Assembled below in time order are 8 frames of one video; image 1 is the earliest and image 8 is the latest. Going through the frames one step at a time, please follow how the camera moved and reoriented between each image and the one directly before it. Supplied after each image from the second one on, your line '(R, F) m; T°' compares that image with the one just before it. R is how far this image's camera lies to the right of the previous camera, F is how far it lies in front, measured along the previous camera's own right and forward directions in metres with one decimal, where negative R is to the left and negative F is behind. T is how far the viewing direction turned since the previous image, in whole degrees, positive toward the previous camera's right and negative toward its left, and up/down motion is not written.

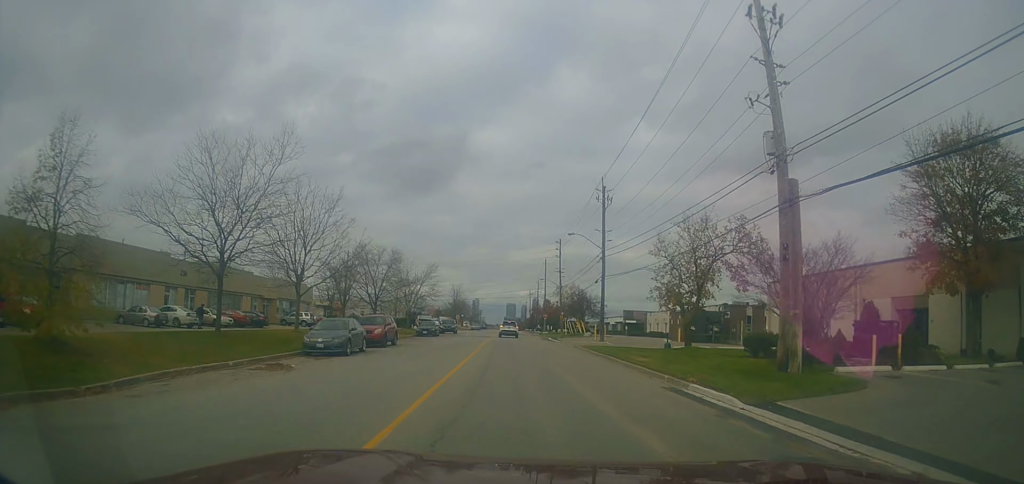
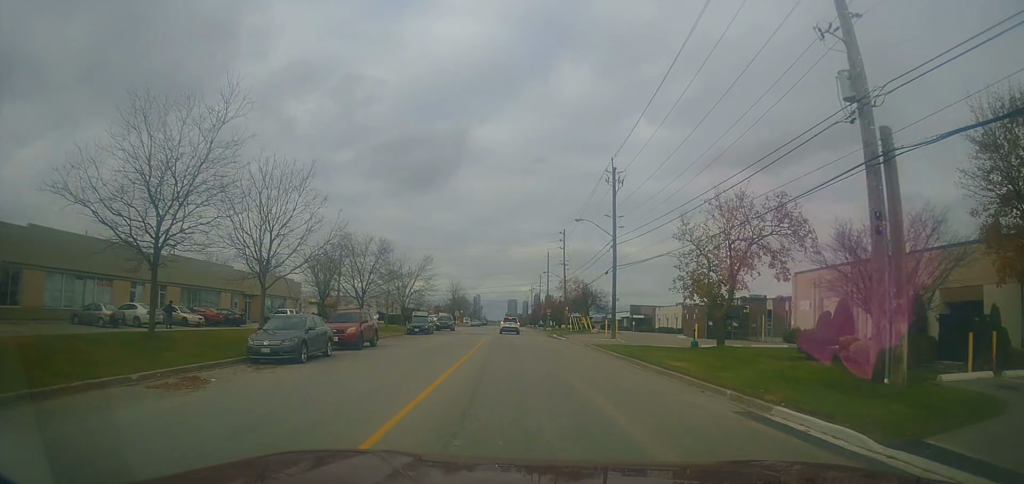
(-0.2, +4.9) m; -1°
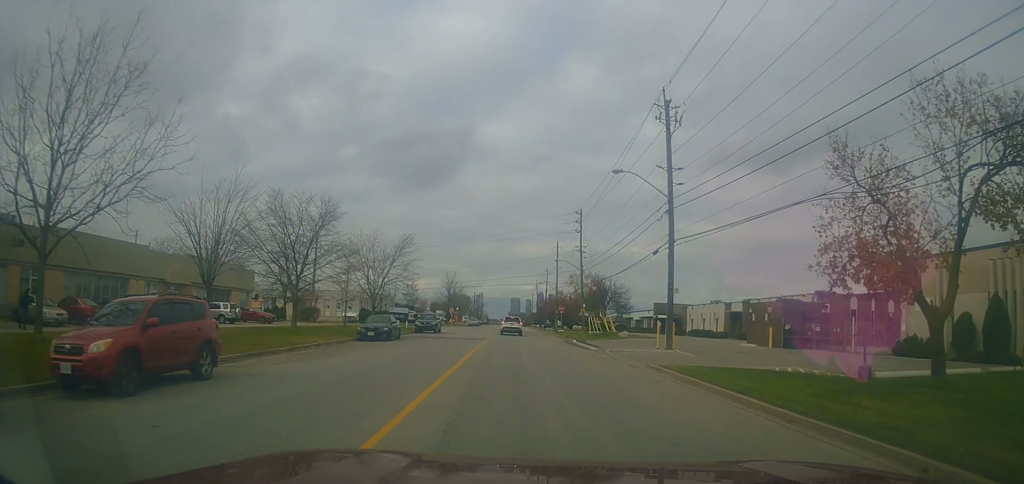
(-0.1, +15.5) m; +2°
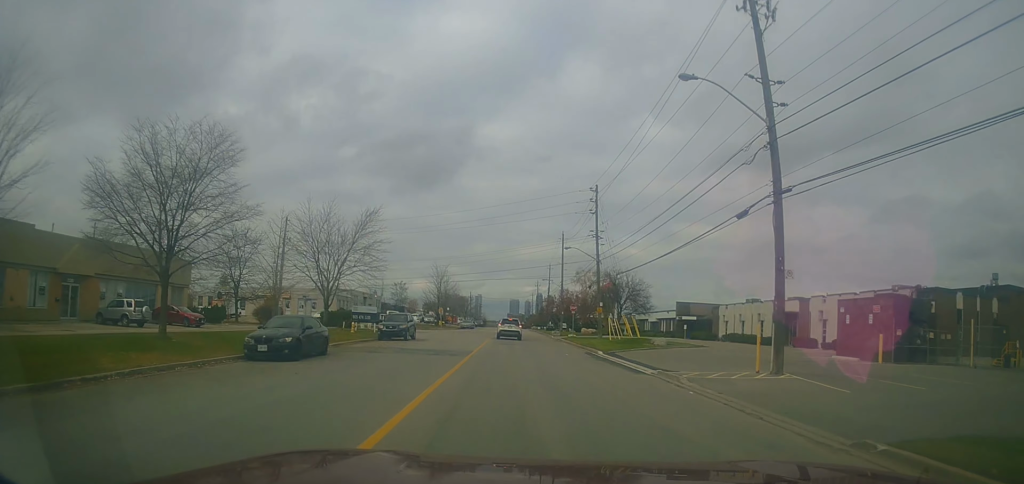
(+0.4, +13.5) m; +1°
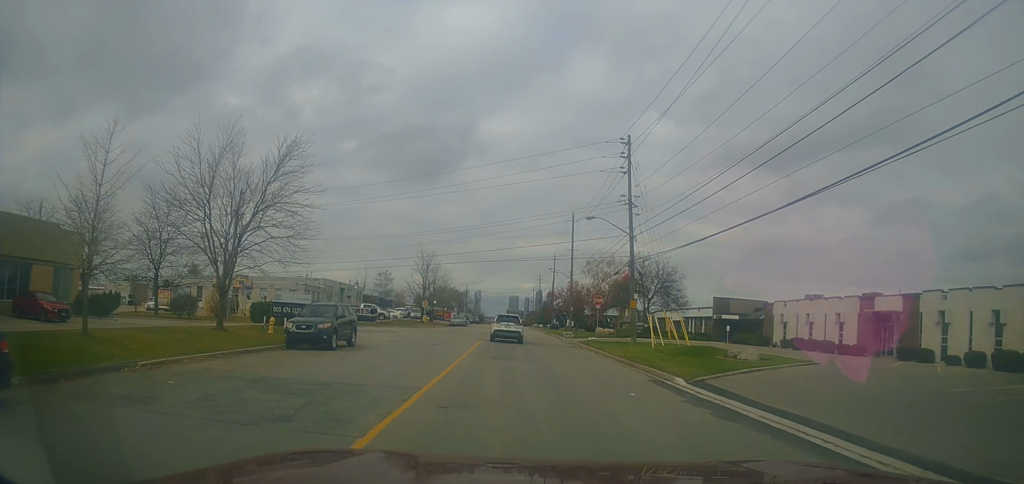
(-0.8, +15.4) m; -4°
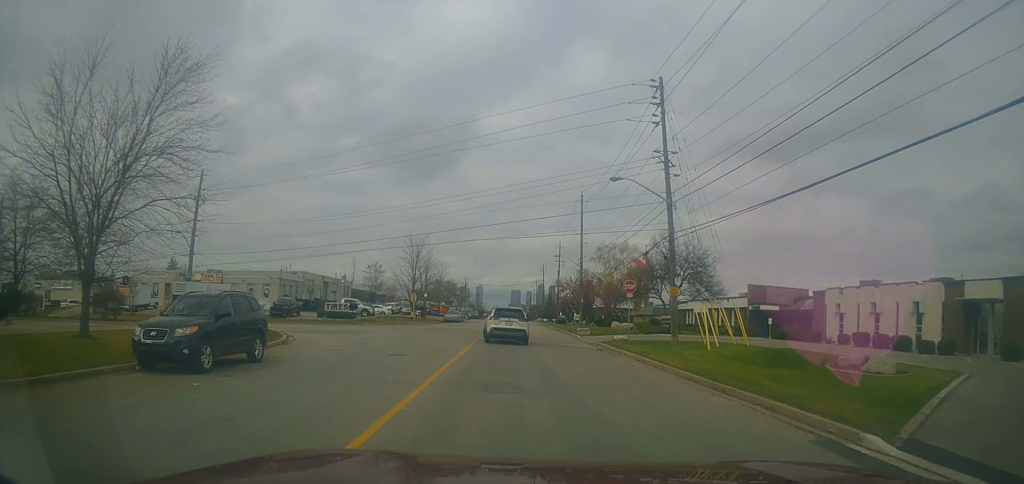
(0.0, +9.7) m; +1°
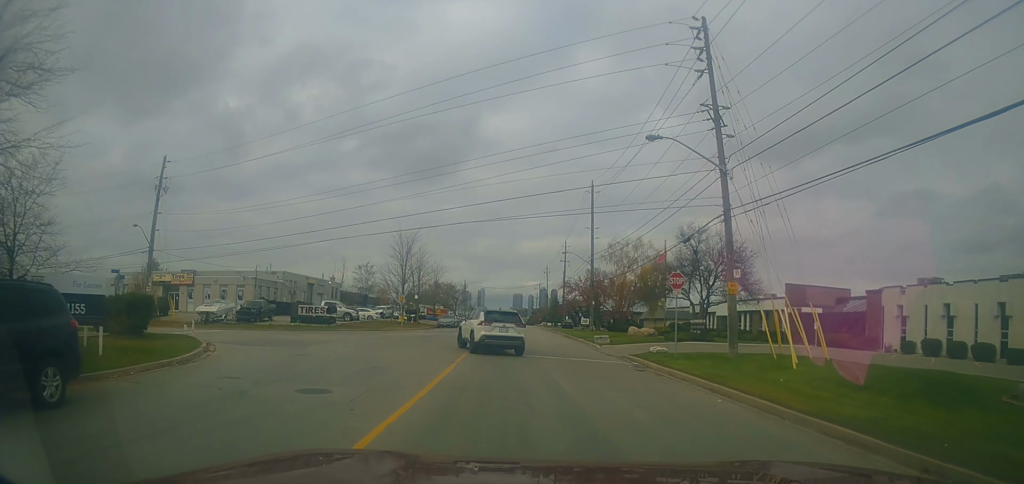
(+0.2, +8.2) m; +1°
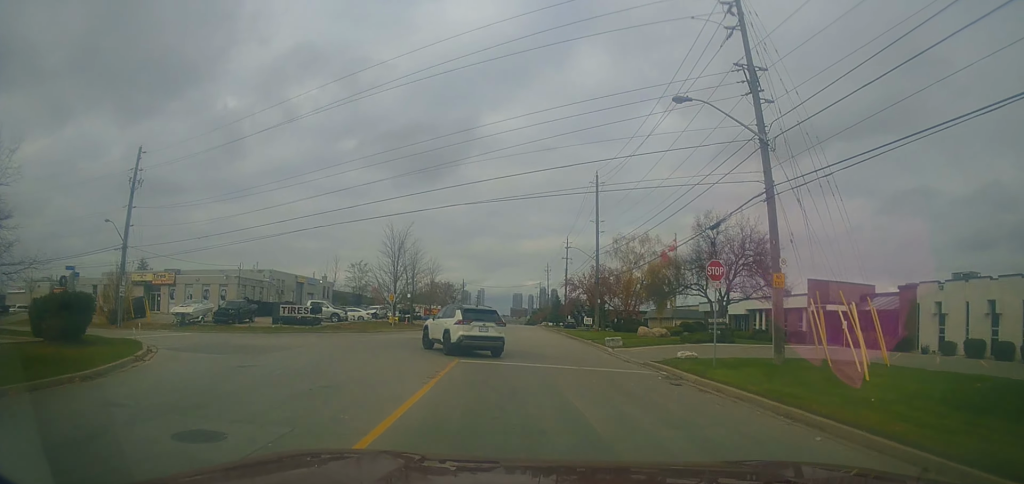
(0.0, +4.2) m; -1°
